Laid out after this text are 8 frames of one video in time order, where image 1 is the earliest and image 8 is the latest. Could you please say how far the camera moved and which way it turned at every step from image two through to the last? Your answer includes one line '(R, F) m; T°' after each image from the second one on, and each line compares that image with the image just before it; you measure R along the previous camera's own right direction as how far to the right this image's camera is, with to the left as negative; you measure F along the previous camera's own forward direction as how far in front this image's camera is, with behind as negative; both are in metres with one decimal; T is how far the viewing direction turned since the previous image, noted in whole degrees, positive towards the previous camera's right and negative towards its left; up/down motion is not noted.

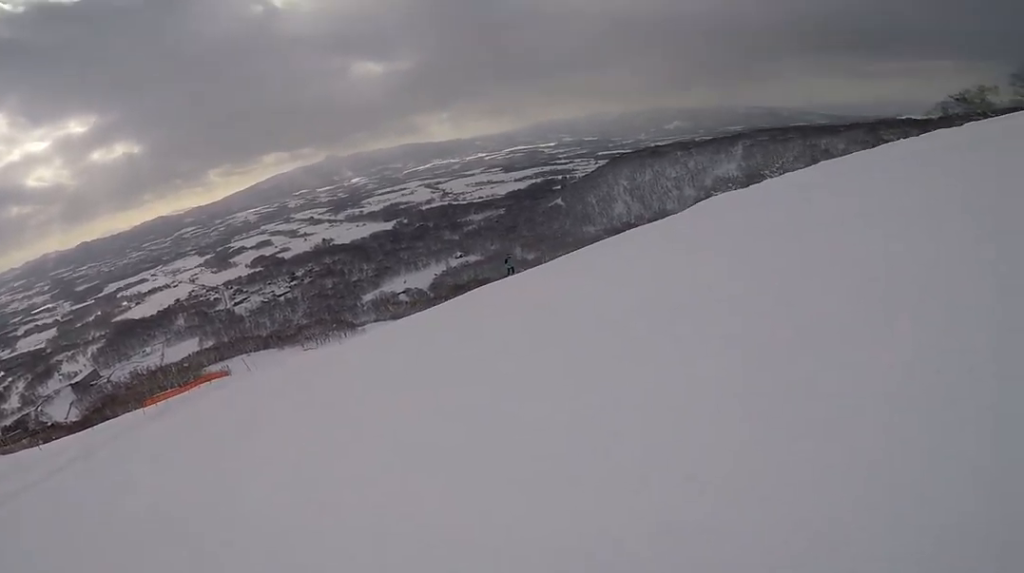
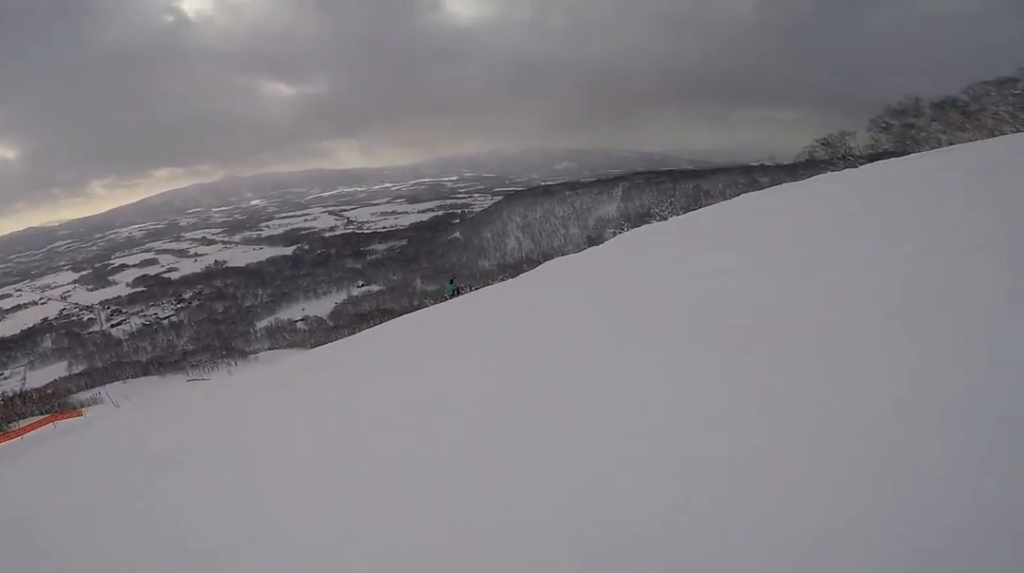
(+0.7, +3.6) m; +27°
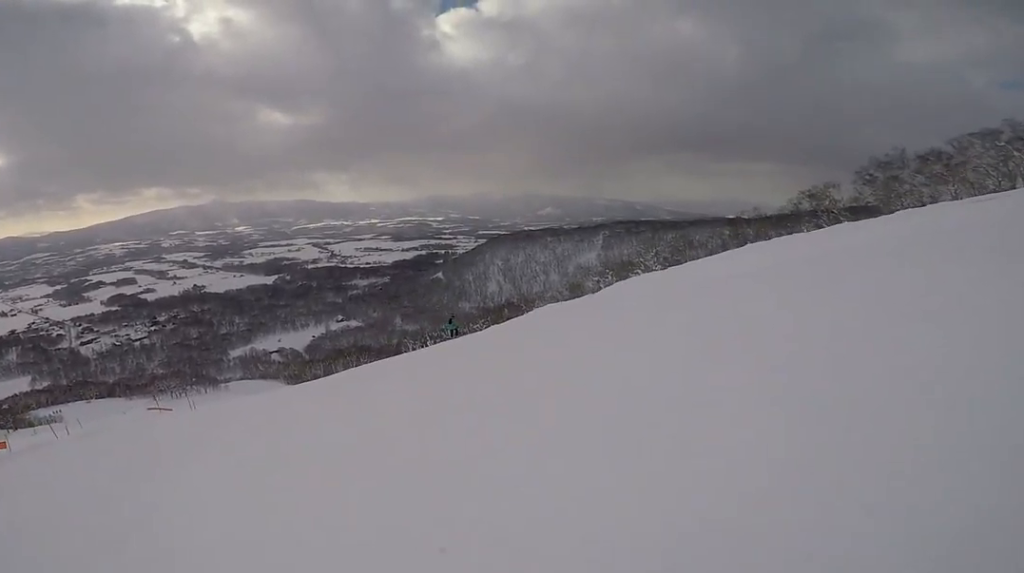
(+0.4, +2.0) m; +15°
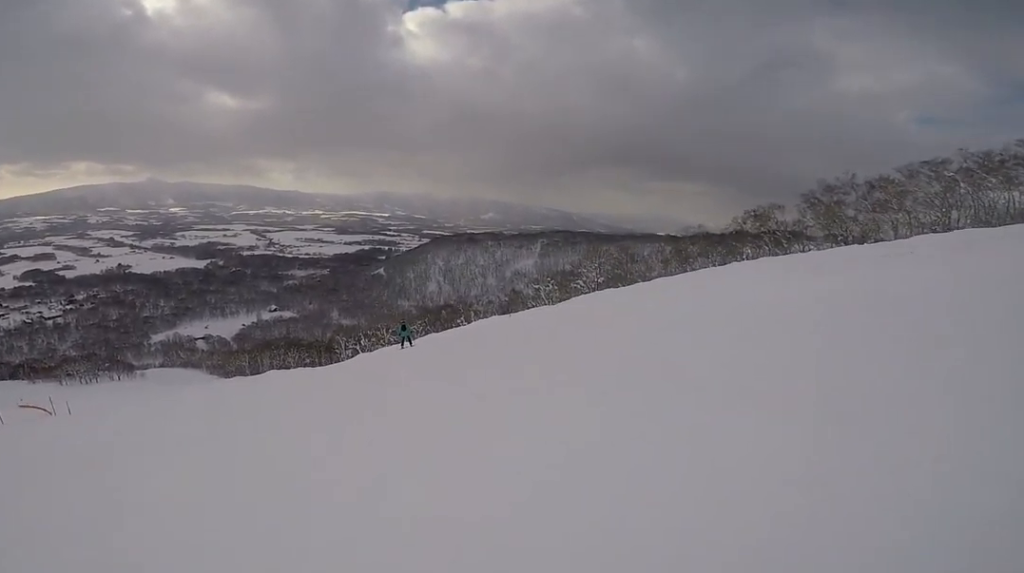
(+2.1, +5.4) m; +29°
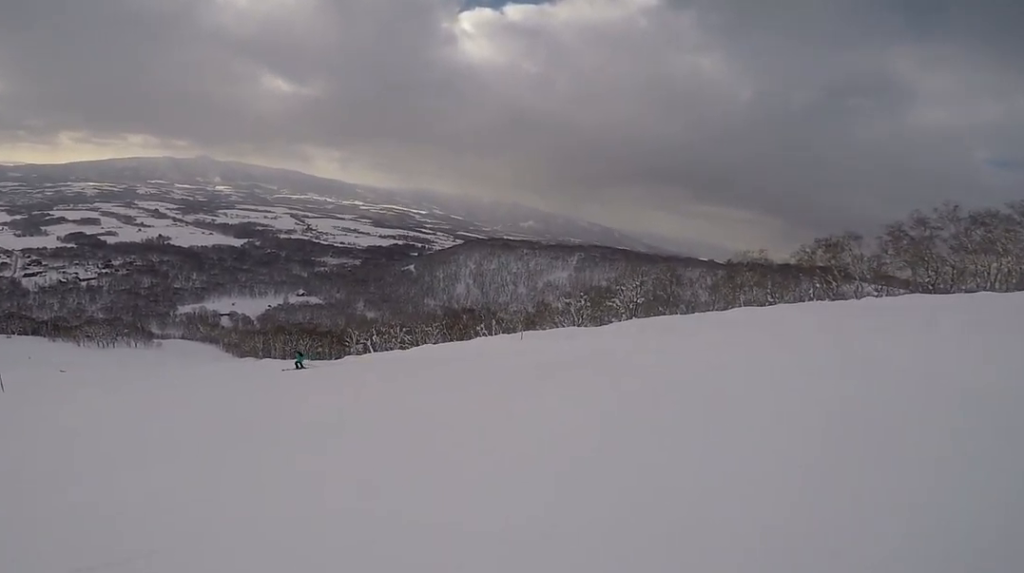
(+1.7, +7.5) m; +16°
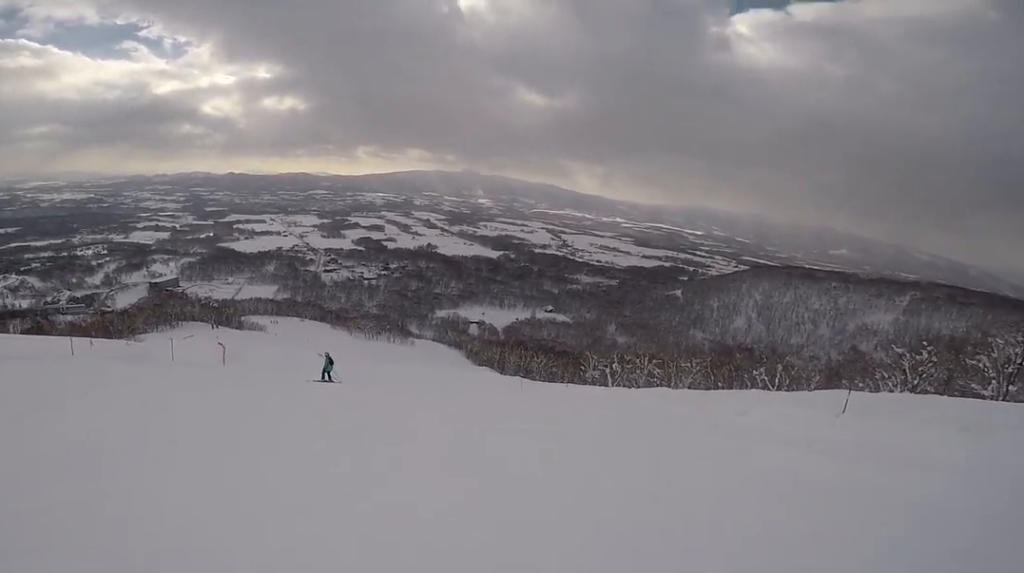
(-1.8, +6.5) m; -36°
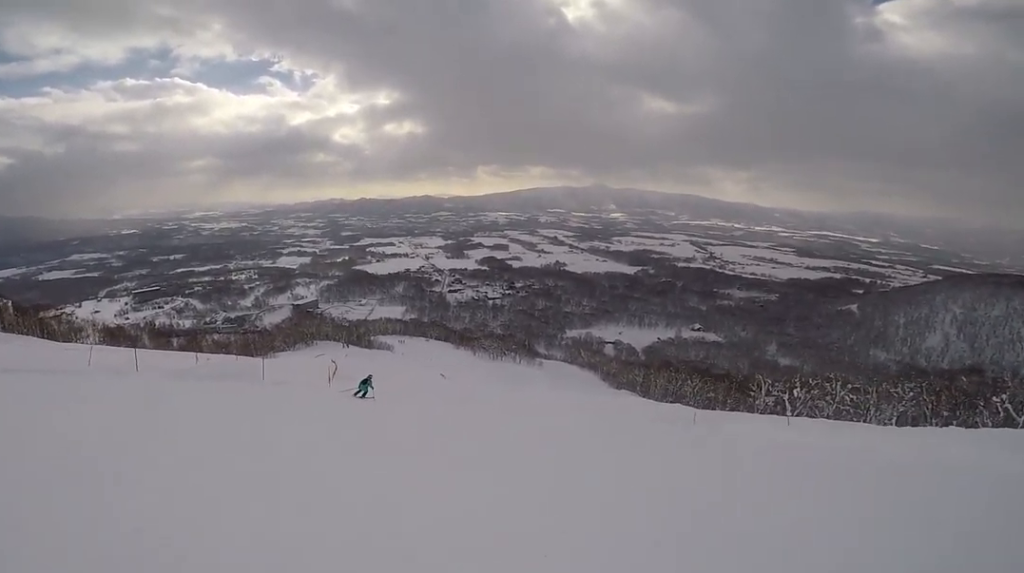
(-2.2, +5.9) m; -36°
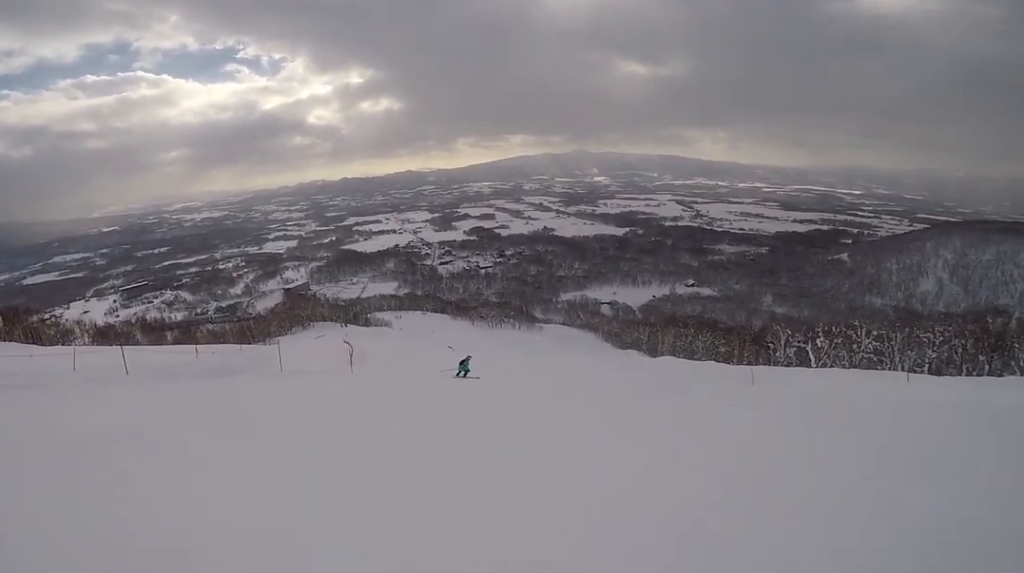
(-0.8, +4.5) m; -19°
